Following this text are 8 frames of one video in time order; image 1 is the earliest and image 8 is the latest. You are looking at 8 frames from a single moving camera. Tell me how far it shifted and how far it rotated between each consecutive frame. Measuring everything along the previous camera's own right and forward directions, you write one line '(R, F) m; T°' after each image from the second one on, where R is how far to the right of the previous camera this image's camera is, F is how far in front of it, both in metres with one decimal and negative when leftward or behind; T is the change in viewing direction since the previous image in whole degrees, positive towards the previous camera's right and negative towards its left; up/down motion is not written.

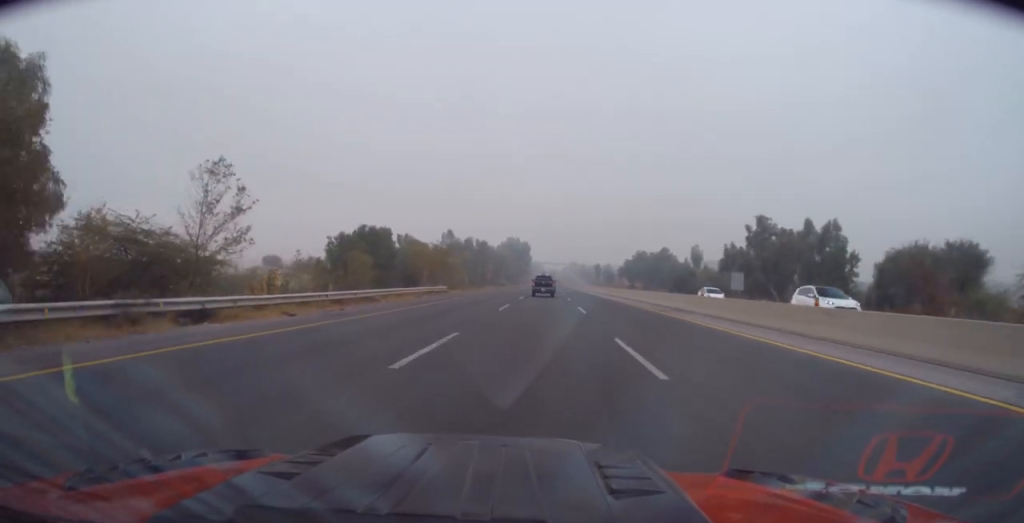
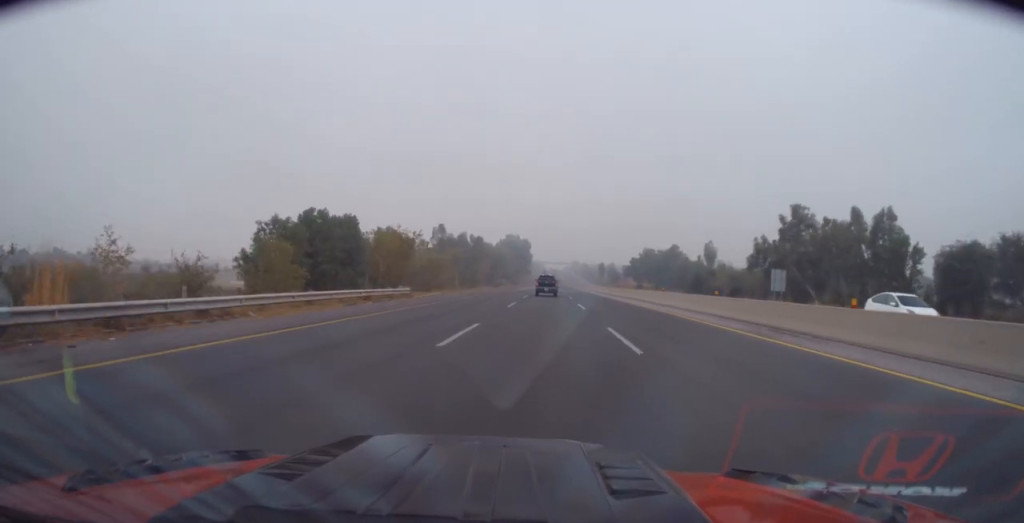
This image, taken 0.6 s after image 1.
(+0.1, +15.1) m; +1°
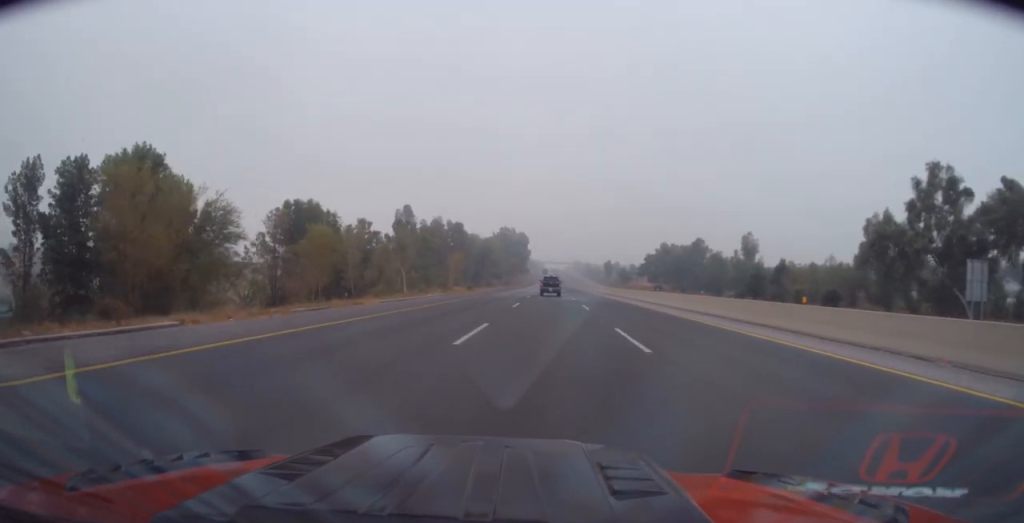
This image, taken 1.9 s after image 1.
(+0.4, +35.7) m; 0°
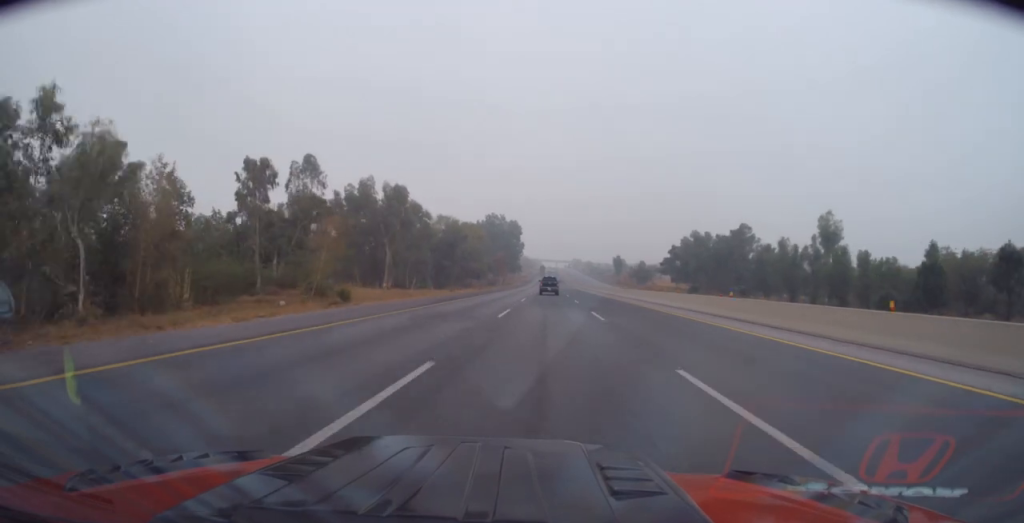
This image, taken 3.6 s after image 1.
(-0.9, +44.8) m; -1°
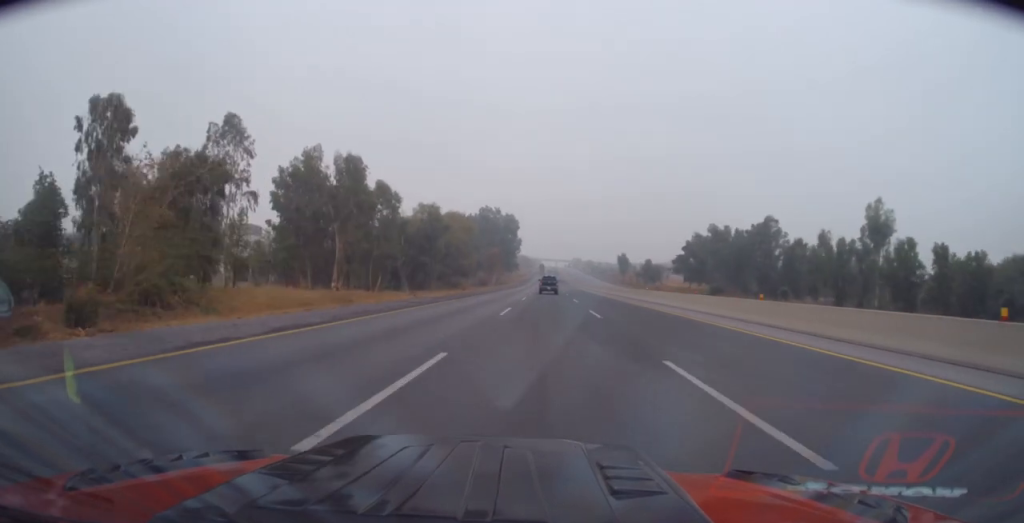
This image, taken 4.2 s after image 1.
(+0.1, +17.1) m; +1°
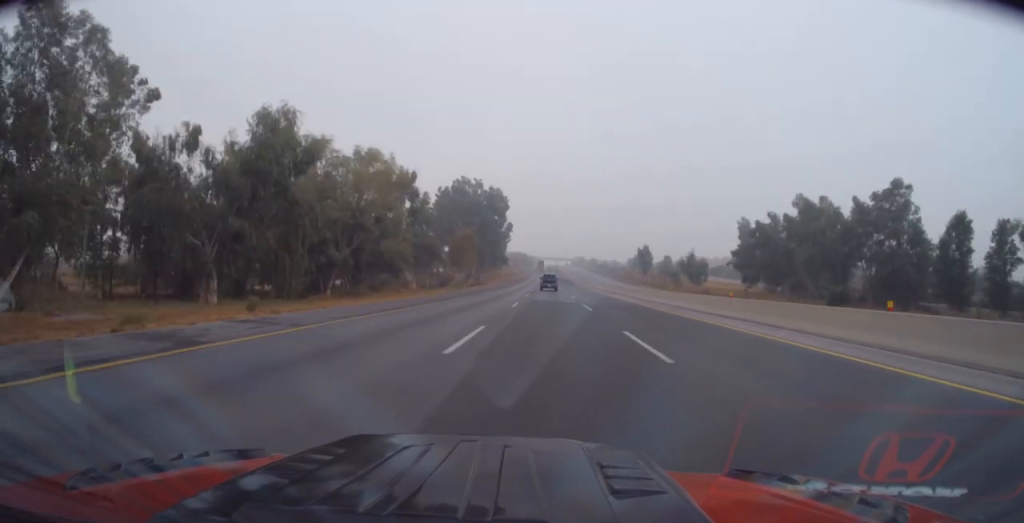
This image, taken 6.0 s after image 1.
(-0.6, +48.6) m; -2°
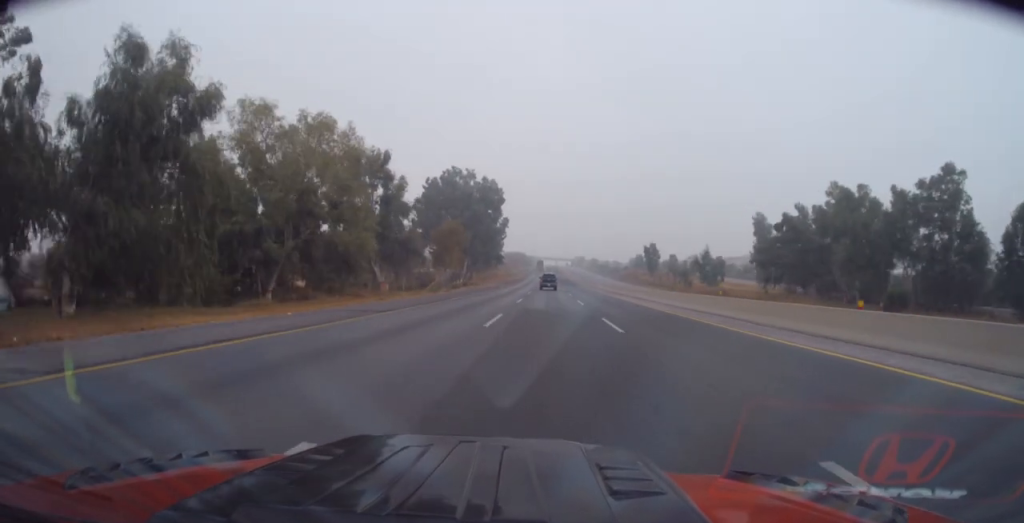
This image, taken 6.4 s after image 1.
(-0.1, +11.7) m; 0°
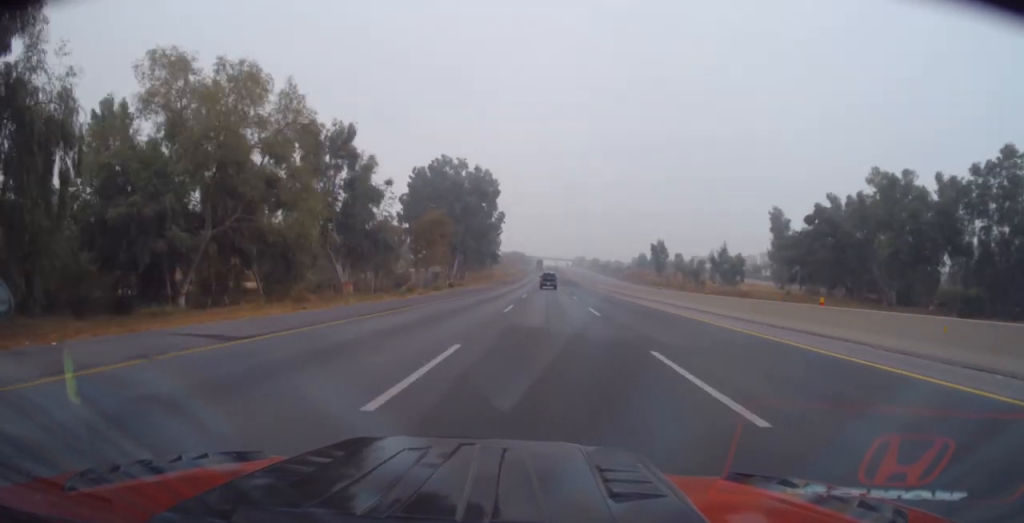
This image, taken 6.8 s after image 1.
(+0.1, +10.8) m; +1°
